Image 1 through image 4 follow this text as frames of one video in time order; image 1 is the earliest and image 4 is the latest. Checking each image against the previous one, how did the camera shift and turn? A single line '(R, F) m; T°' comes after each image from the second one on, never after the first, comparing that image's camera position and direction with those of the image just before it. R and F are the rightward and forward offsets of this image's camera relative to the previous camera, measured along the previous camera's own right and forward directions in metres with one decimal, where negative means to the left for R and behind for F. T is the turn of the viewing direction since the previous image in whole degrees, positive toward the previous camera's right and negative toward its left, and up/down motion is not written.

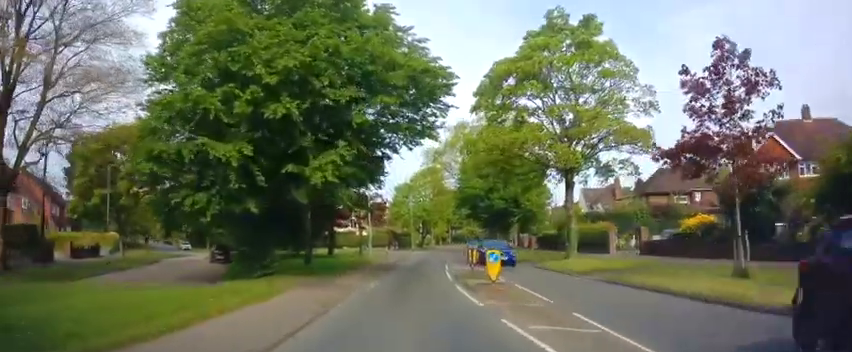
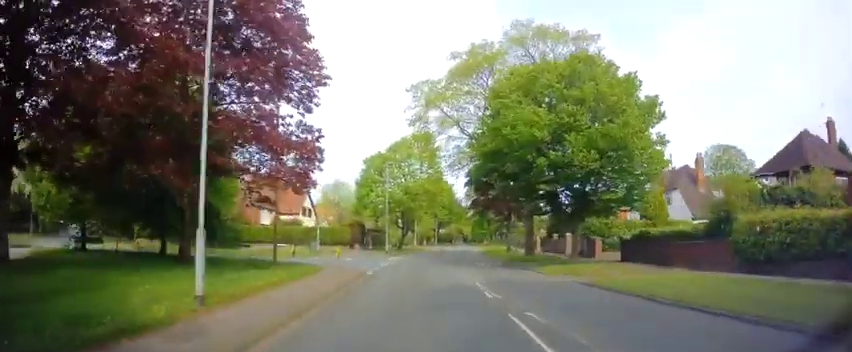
(-0.1, +25.1) m; +2°
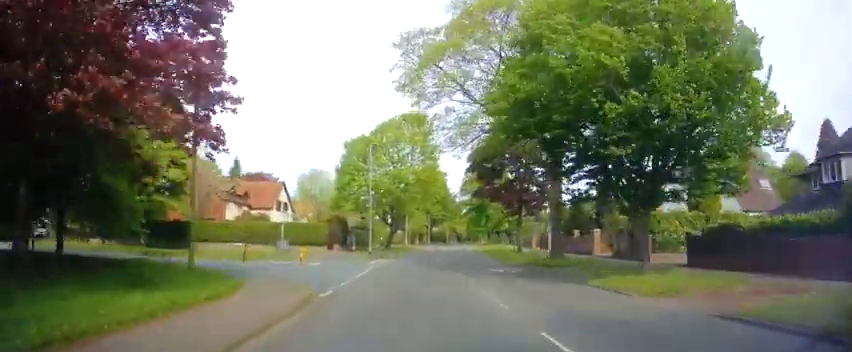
(+0.4, +8.3) m; +1°
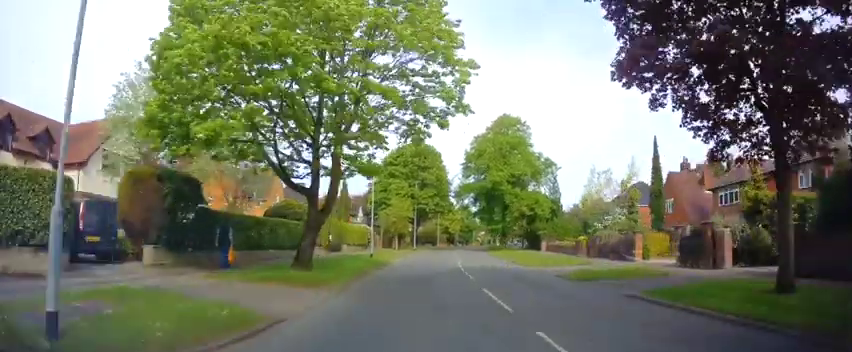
(+0.4, +30.3) m; +2°
